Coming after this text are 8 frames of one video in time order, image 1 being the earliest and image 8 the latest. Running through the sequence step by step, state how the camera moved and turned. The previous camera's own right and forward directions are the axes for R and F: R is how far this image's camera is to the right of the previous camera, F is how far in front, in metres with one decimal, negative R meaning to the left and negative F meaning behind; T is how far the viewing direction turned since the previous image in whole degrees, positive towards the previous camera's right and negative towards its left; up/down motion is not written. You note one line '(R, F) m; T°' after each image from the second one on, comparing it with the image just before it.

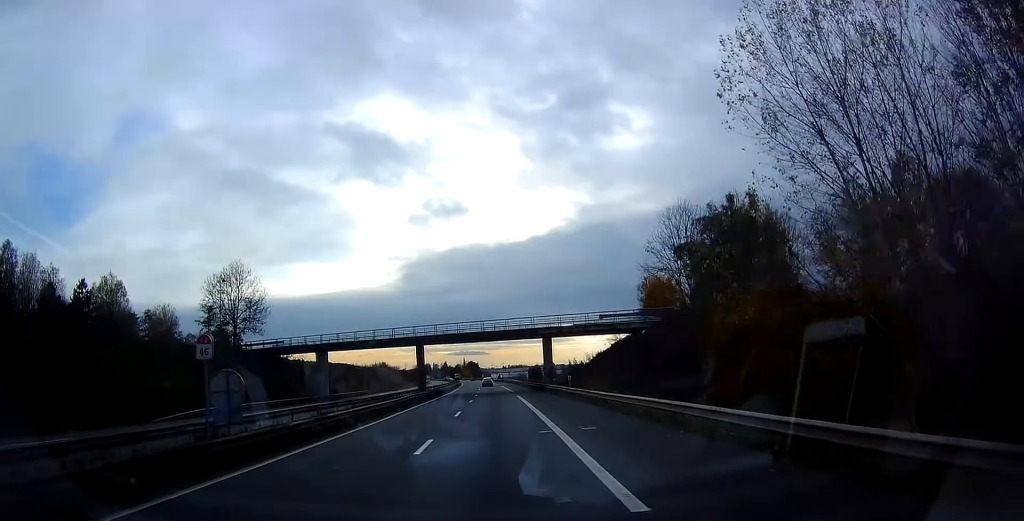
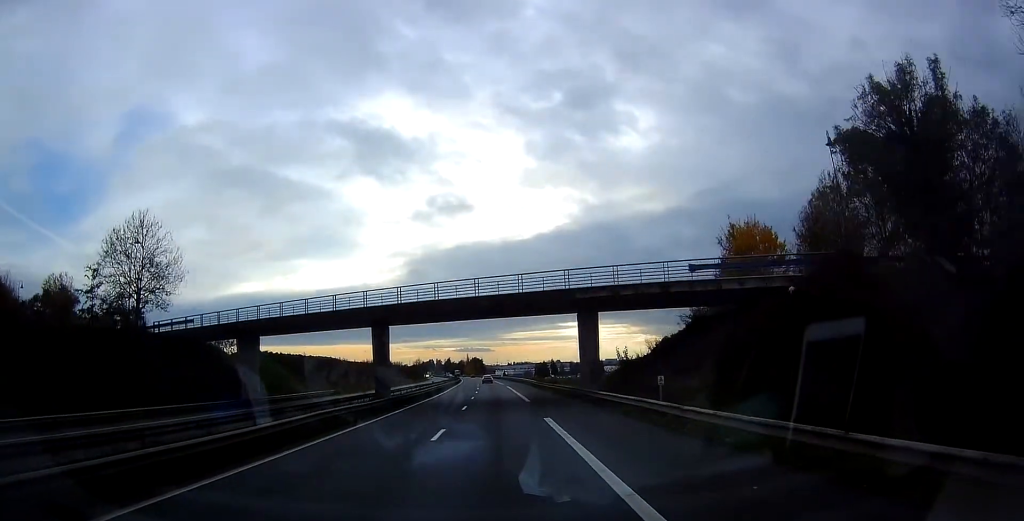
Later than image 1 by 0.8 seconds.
(0.0, +24.3) m; 0°
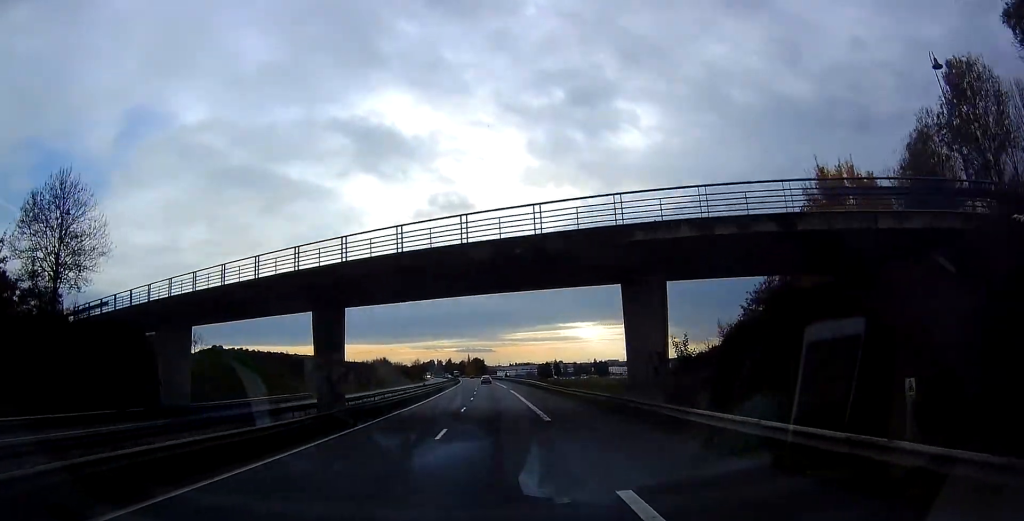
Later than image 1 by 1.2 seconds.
(0.0, +13.2) m; 0°
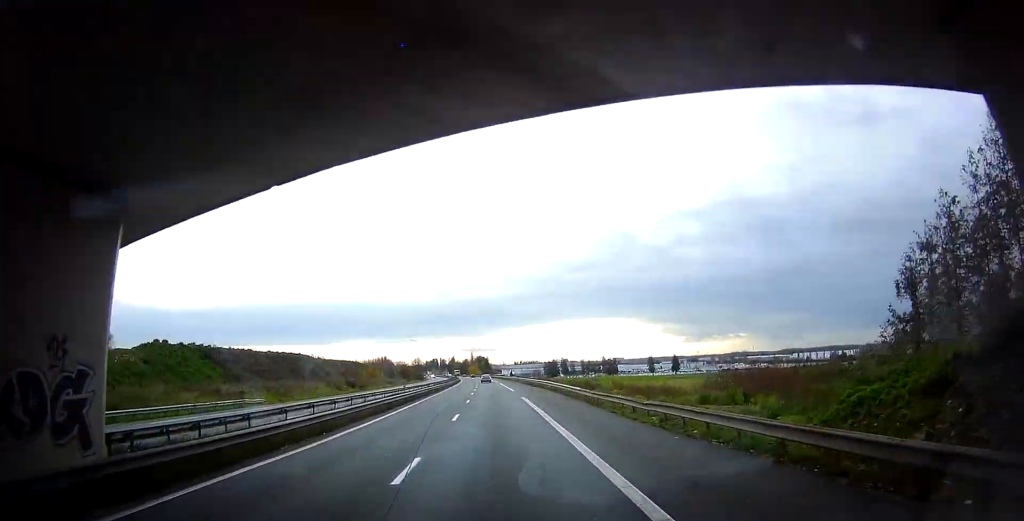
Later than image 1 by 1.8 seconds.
(0.0, +20.1) m; 0°
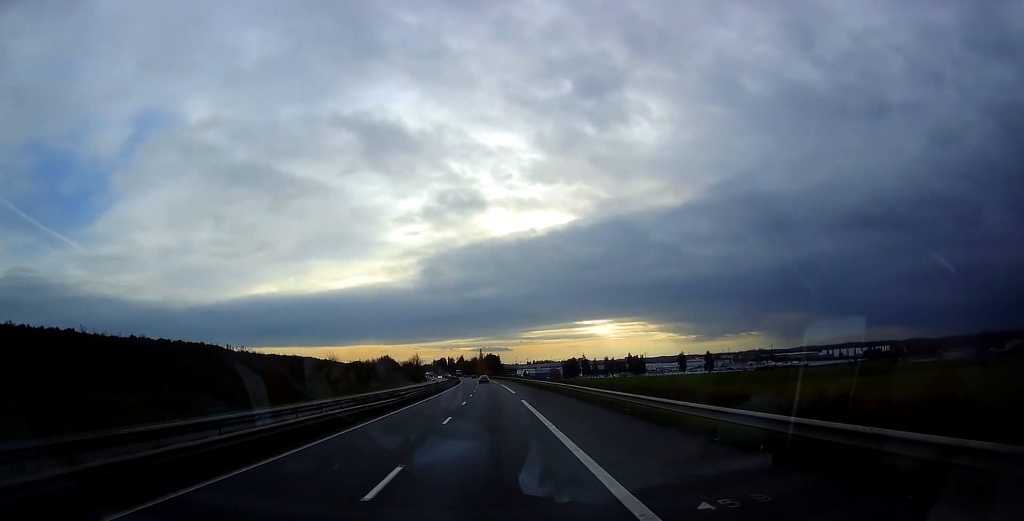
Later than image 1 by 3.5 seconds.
(-0.8, +54.9) m; -2°
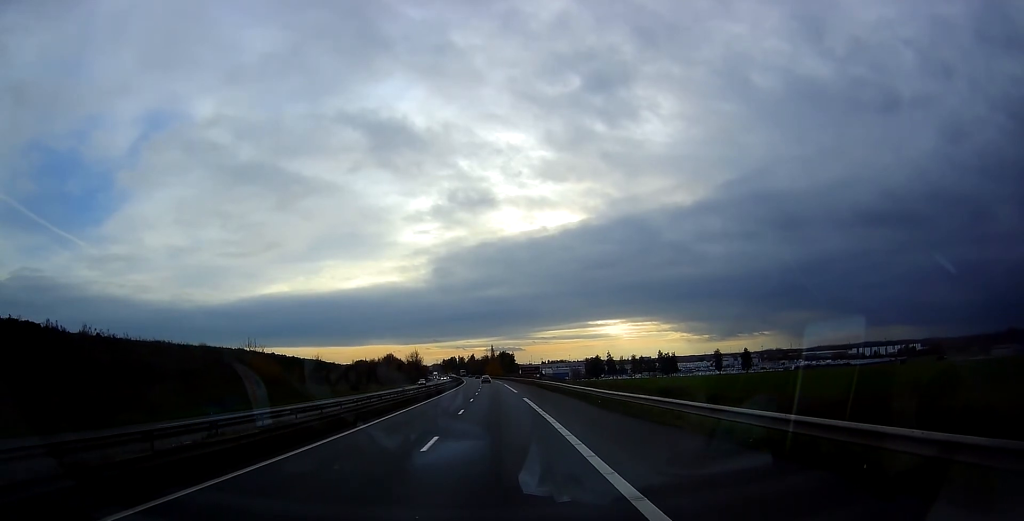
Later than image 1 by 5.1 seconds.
(-0.5, +48.7) m; -1°
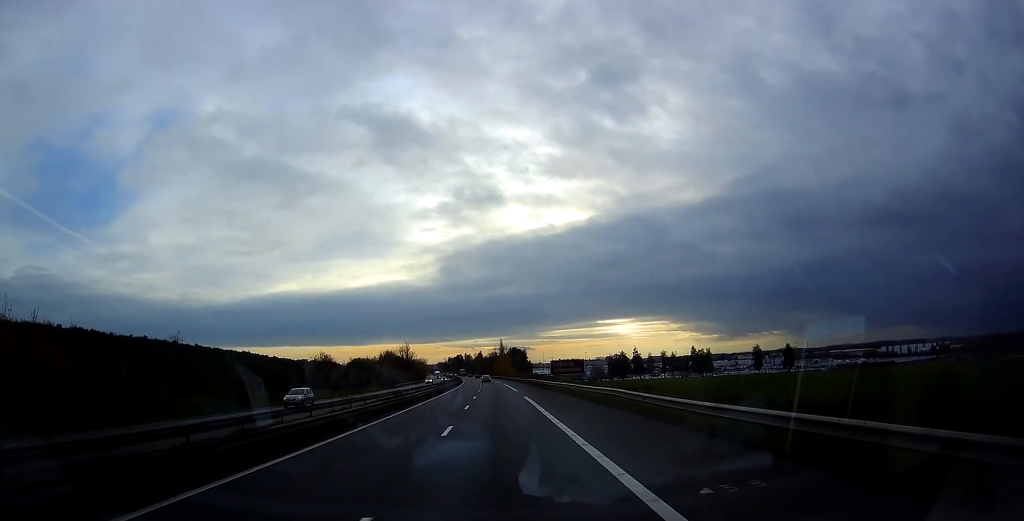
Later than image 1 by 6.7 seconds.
(-0.4, +50.3) m; -1°
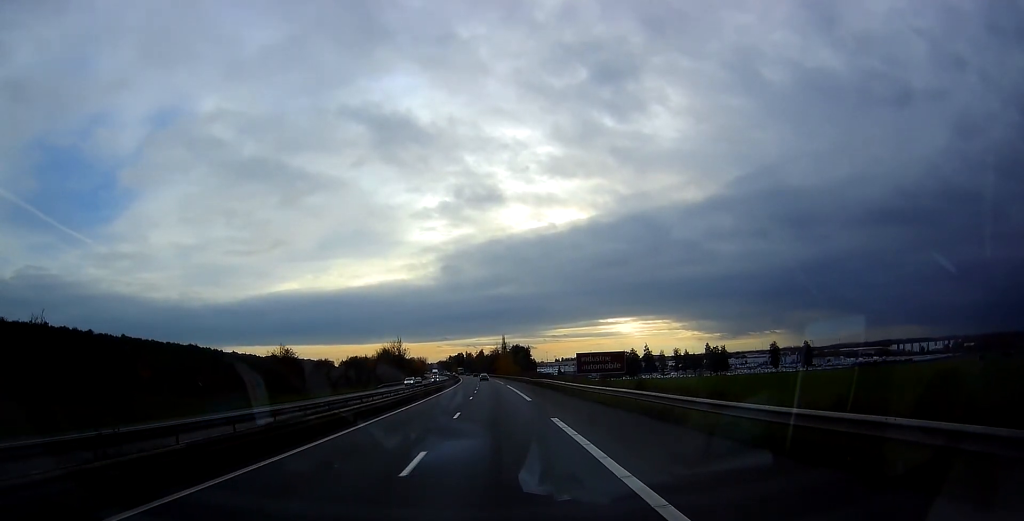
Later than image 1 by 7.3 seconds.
(0.0, +20.6) m; 0°
